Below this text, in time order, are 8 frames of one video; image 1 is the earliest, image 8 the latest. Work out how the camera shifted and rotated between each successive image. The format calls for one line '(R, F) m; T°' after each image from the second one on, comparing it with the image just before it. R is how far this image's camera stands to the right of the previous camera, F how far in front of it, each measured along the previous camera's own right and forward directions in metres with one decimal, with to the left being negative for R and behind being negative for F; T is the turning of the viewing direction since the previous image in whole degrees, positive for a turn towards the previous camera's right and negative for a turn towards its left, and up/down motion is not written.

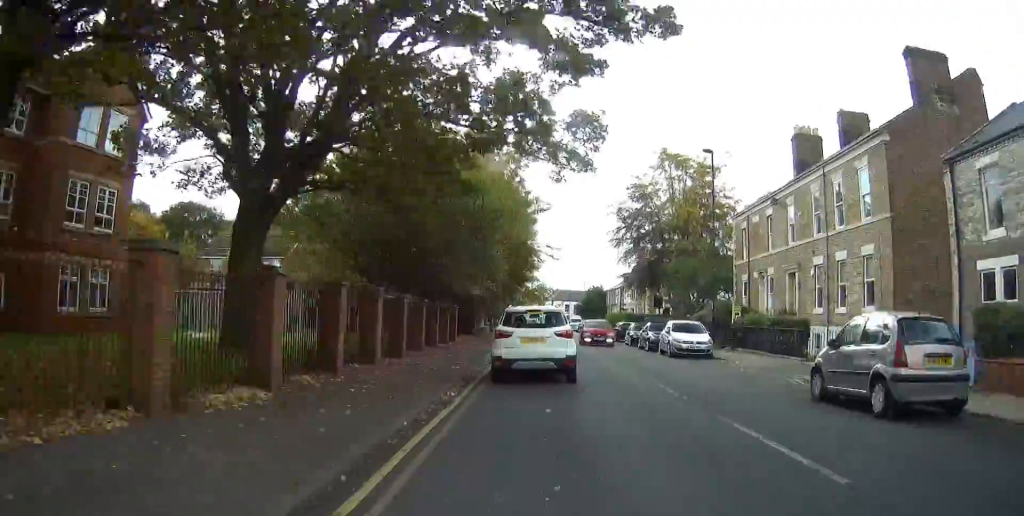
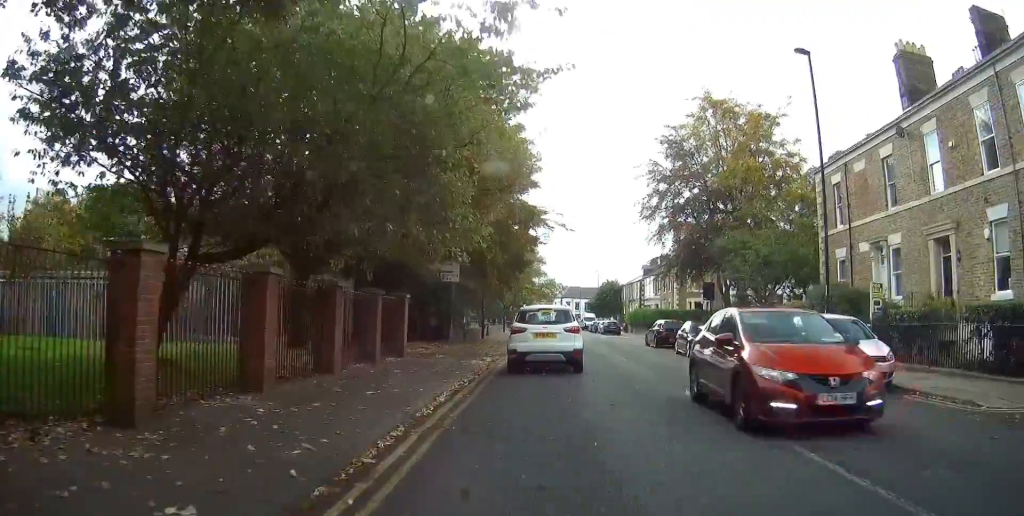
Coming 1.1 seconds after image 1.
(0.0, +13.8) m; 0°
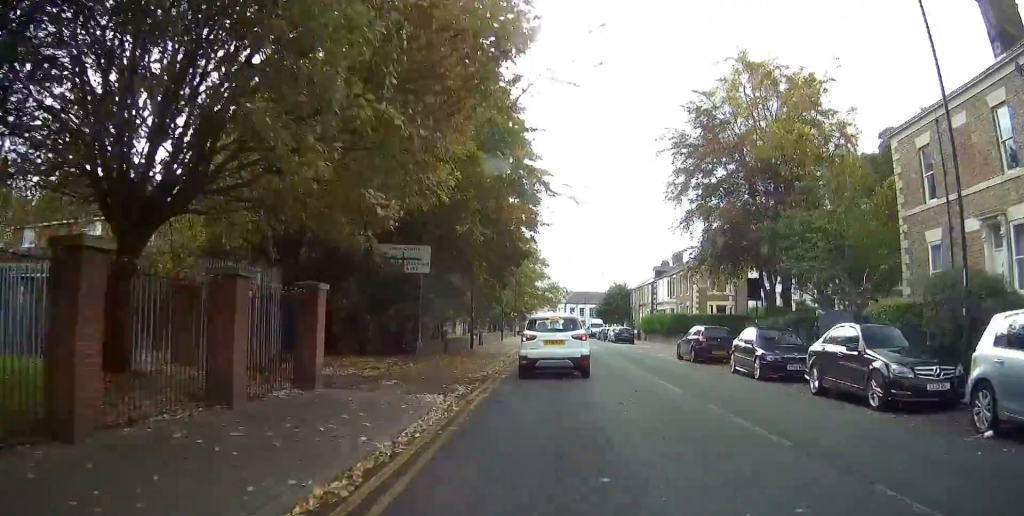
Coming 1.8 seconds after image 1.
(0.0, +8.2) m; 0°
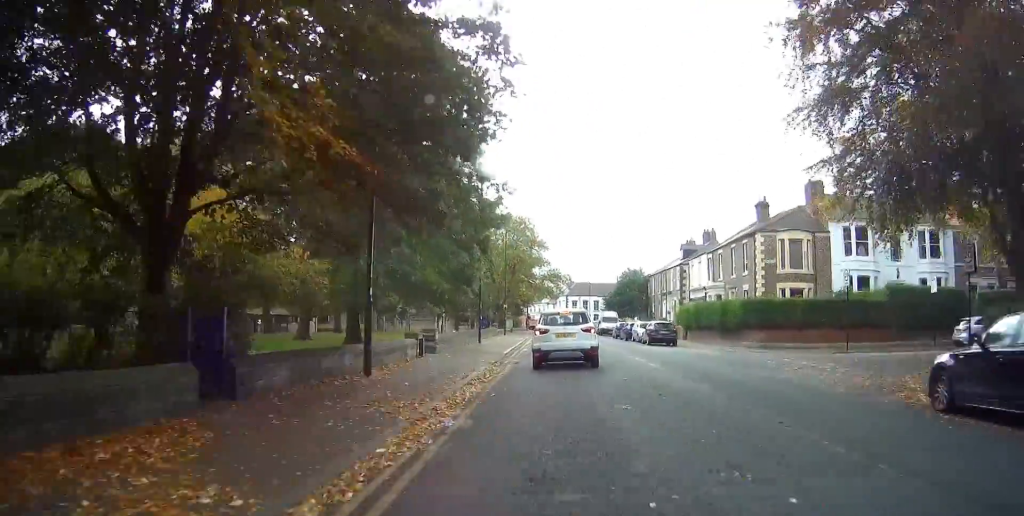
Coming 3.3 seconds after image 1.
(-0.1, +19.6) m; 0°
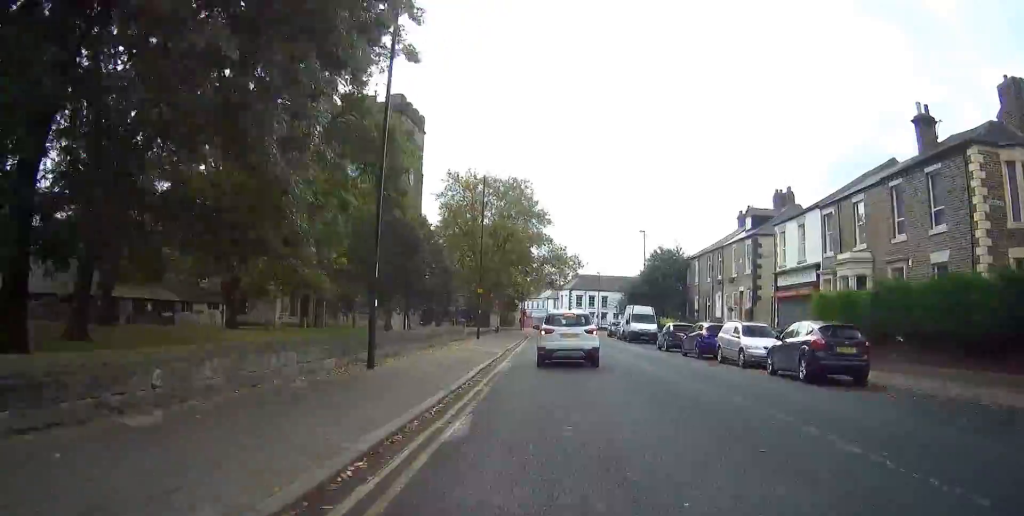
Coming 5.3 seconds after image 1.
(+0.2, +24.9) m; +1°
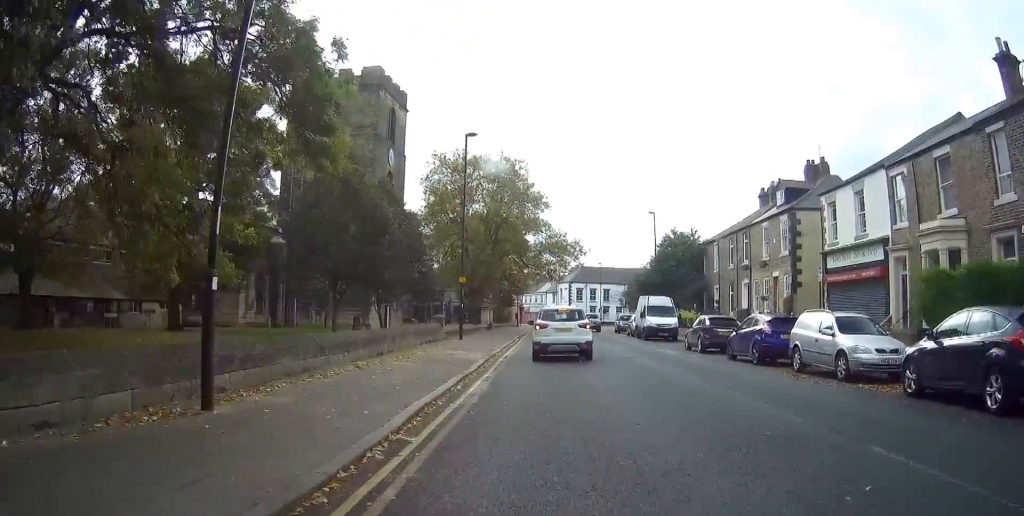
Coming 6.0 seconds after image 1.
(0.0, +7.9) m; 0°
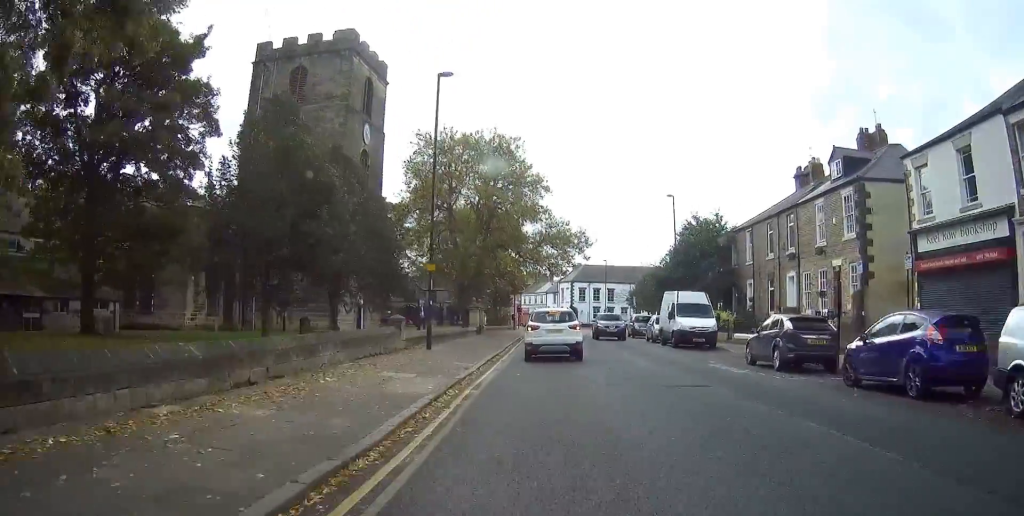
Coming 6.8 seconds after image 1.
(0.0, +8.9) m; 0°
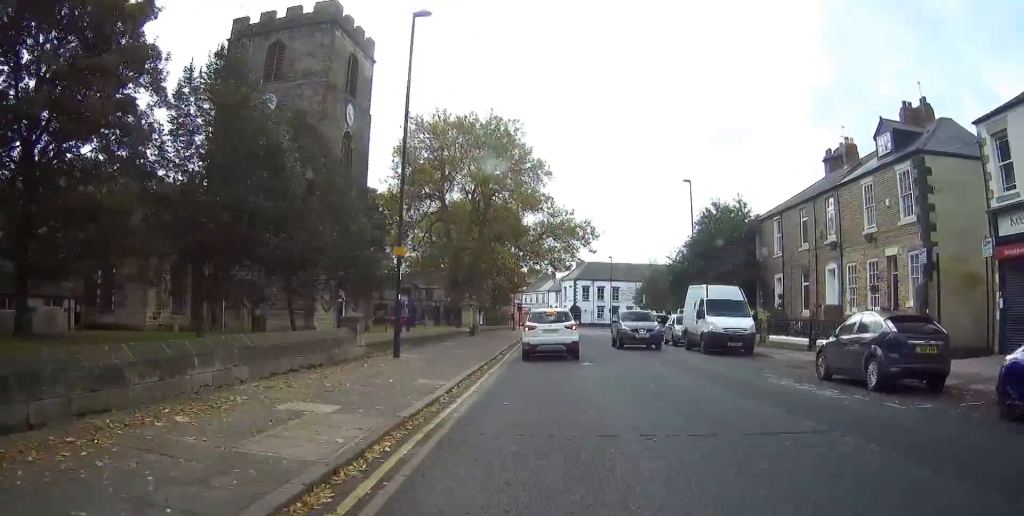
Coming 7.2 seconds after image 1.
(0.0, +5.1) m; 0°
